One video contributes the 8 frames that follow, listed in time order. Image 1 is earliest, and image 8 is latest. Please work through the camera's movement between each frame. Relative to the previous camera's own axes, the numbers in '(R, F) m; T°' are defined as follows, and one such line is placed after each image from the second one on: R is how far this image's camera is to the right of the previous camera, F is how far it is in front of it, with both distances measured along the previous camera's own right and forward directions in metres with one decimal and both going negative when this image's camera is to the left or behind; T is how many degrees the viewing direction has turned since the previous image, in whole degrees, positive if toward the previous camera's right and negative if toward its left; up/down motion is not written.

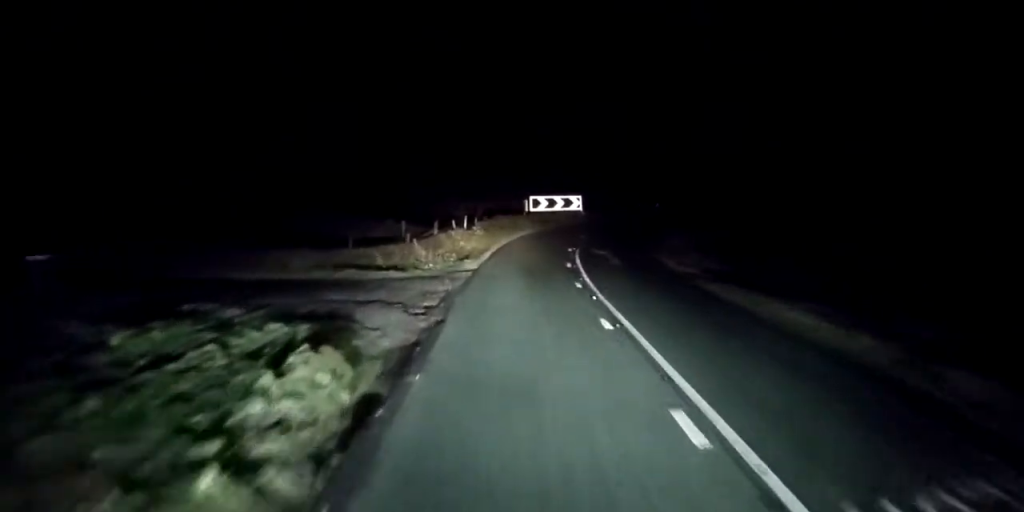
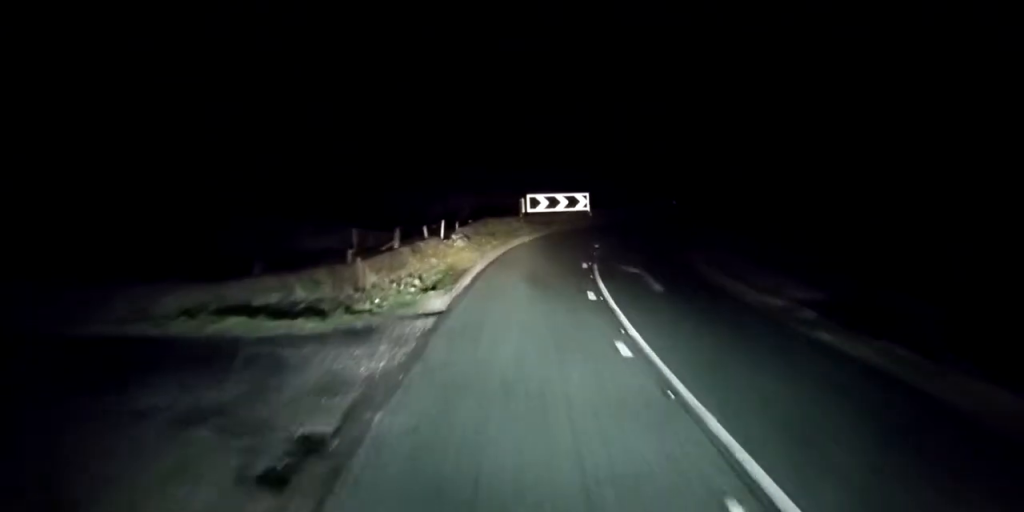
(0.0, +8.7) m; +3°
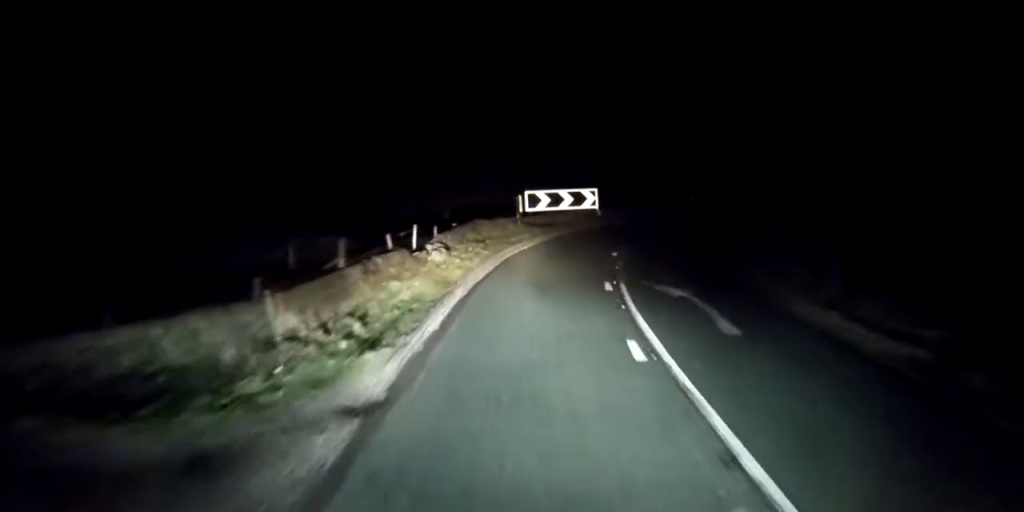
(+0.1, +6.3) m; +3°
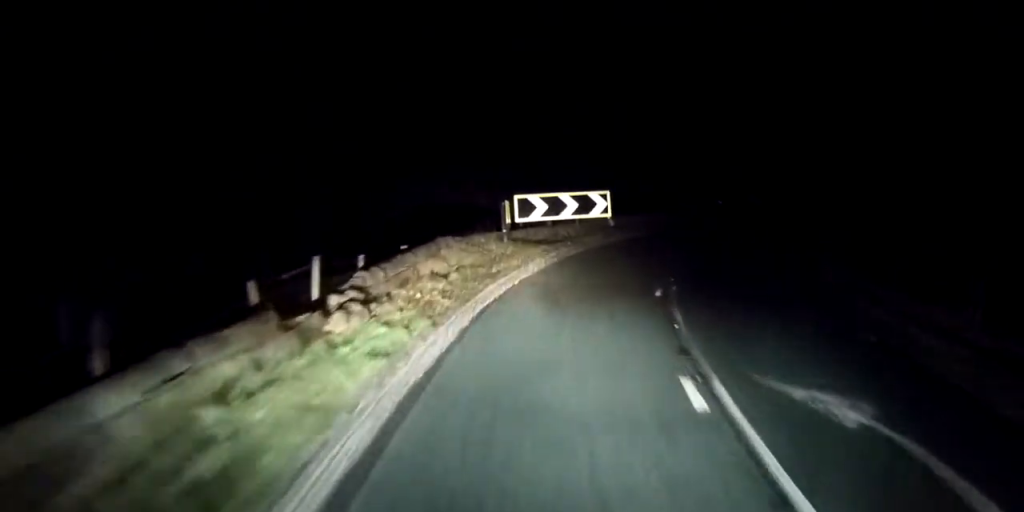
(+0.6, +8.5) m; +4°
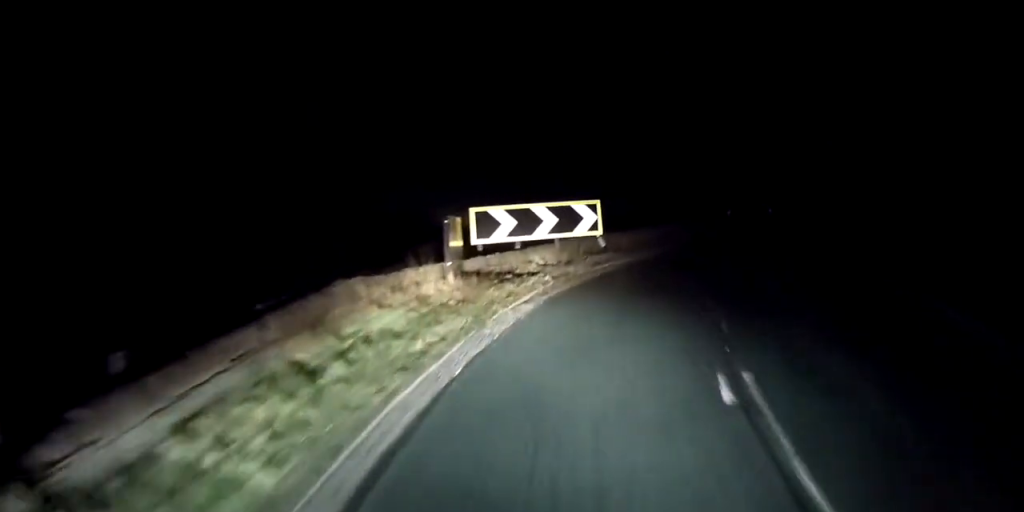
(-0.1, +6.8) m; +5°
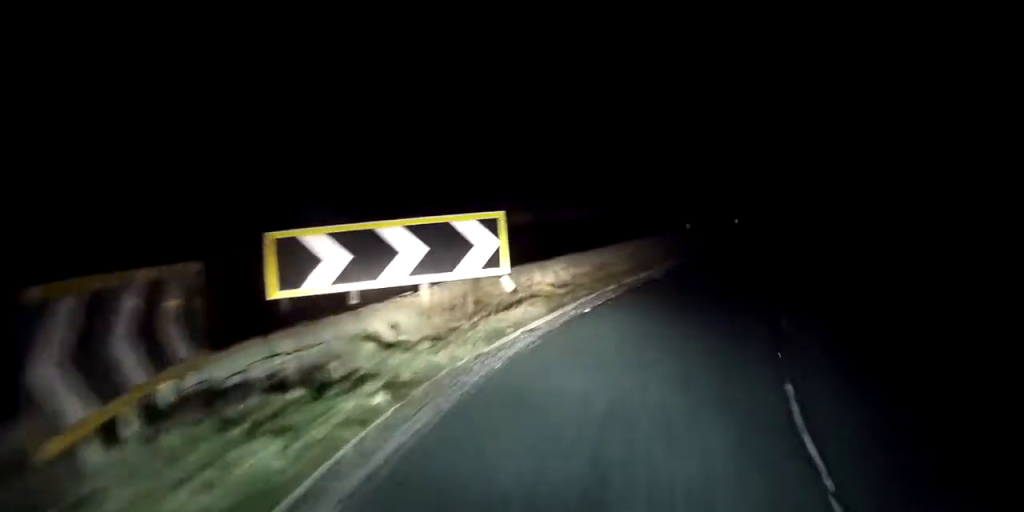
(+0.8, +8.3) m; +8°
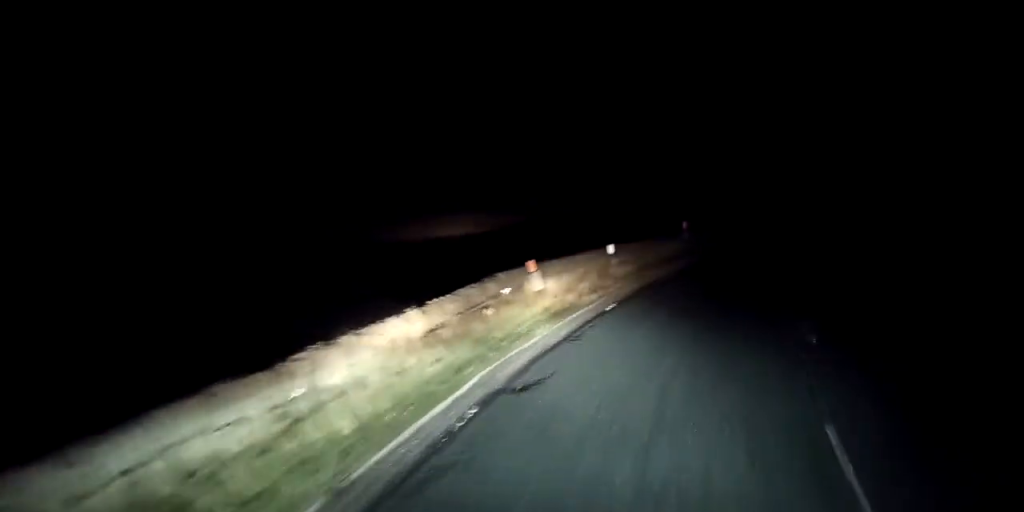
(+0.6, +10.2) m; +12°
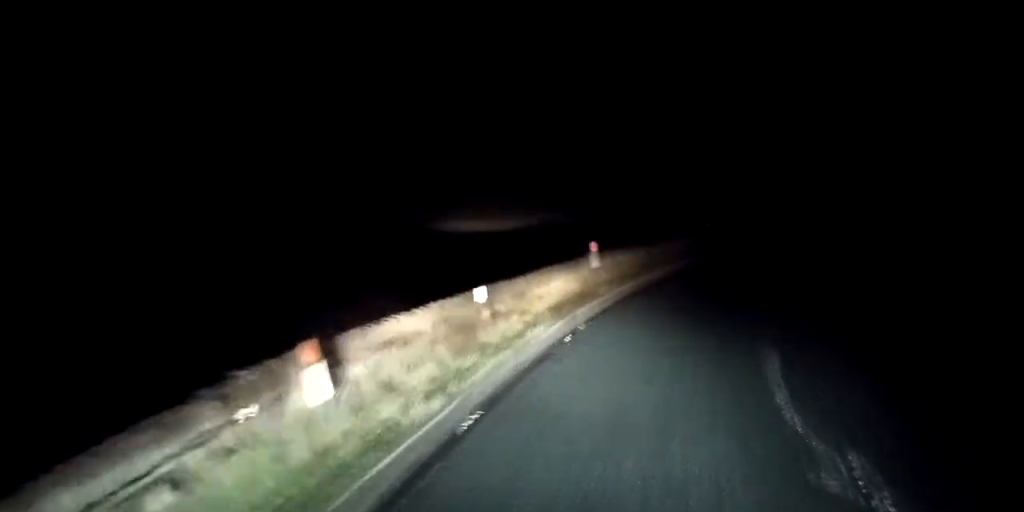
(+0.8, +6.0) m; +10°
